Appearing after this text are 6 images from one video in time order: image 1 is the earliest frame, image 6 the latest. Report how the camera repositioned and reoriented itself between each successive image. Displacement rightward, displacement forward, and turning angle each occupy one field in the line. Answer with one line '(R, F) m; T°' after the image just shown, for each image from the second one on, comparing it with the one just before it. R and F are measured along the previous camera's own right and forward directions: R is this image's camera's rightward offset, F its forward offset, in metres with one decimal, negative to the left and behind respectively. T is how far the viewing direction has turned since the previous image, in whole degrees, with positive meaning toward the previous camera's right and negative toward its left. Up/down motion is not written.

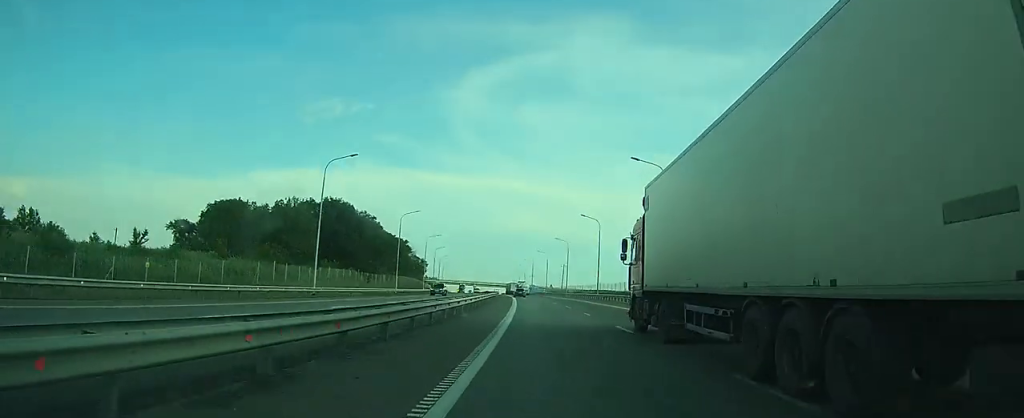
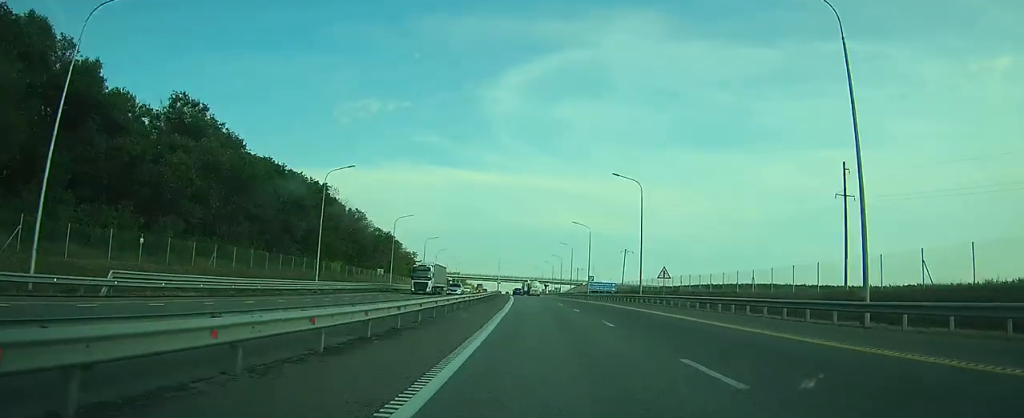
(-3.0, +106.5) m; -3°
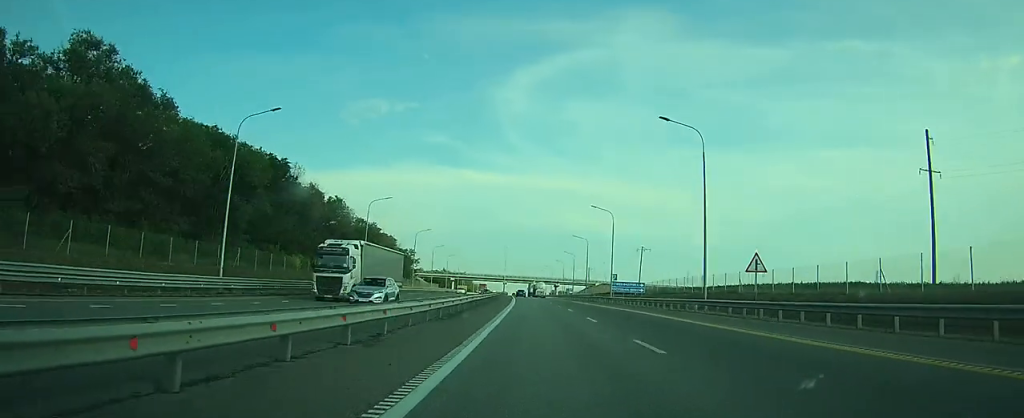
(-0.1, +19.6) m; -1°
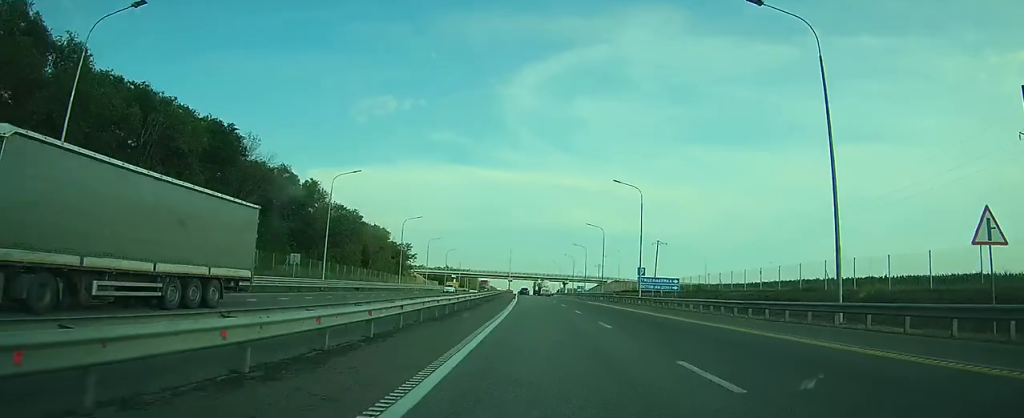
(-0.1, +16.5) m; -1°
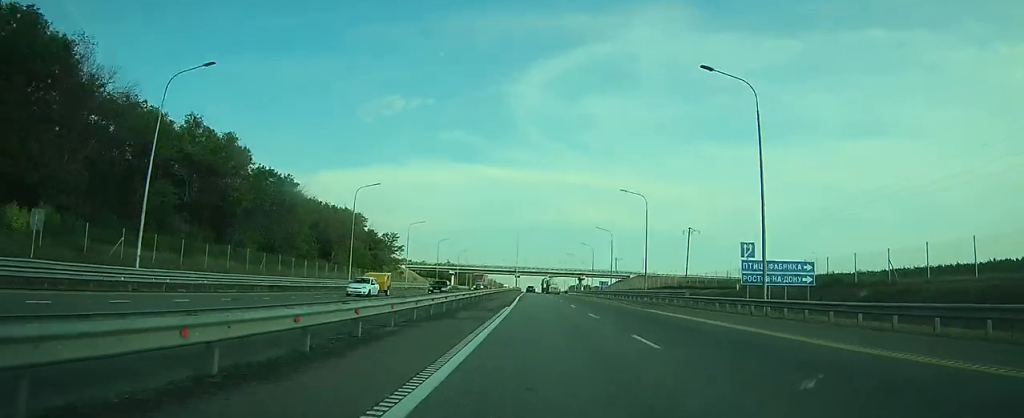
(-0.5, +31.0) m; -1°
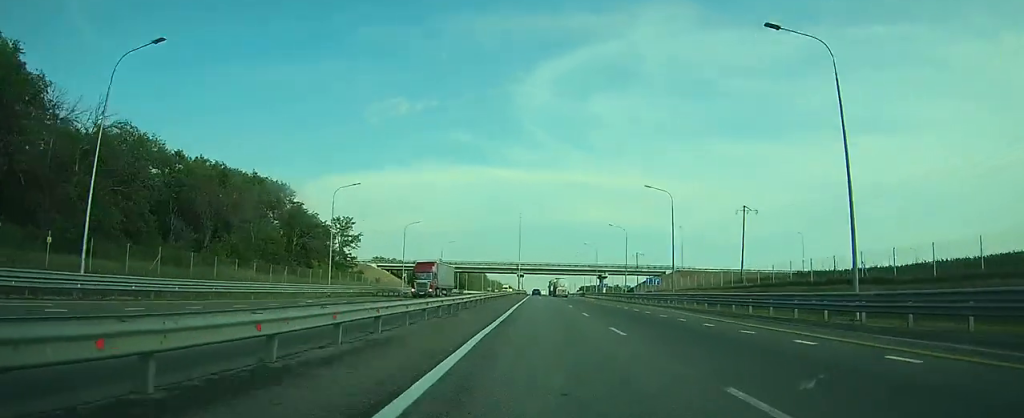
(-0.4, +43.3) m; -1°
